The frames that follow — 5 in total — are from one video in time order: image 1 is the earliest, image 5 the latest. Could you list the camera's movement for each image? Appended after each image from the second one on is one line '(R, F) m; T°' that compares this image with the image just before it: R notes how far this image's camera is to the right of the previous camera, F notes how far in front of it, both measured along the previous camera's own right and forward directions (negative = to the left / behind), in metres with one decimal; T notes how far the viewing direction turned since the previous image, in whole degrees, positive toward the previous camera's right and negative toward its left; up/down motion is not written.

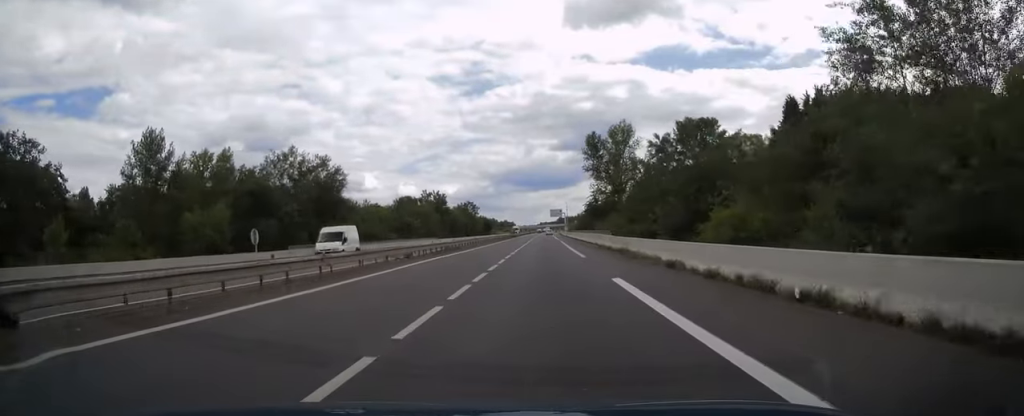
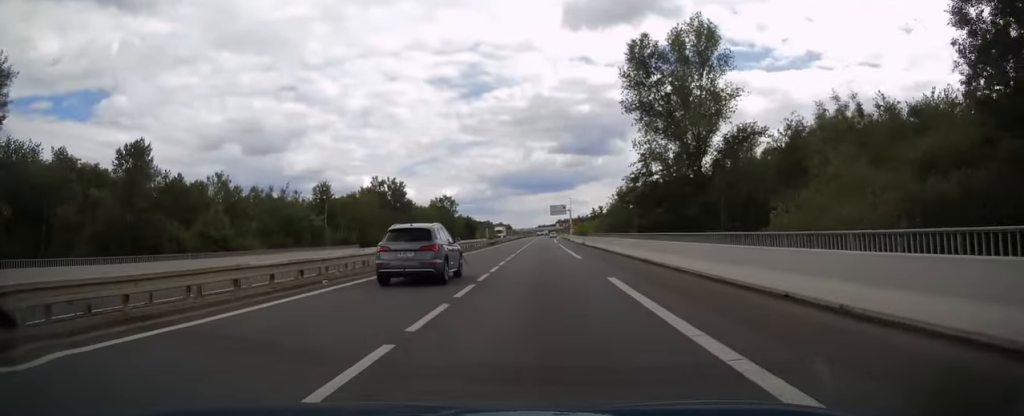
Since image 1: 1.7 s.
(+0.2, +51.2) m; 0°
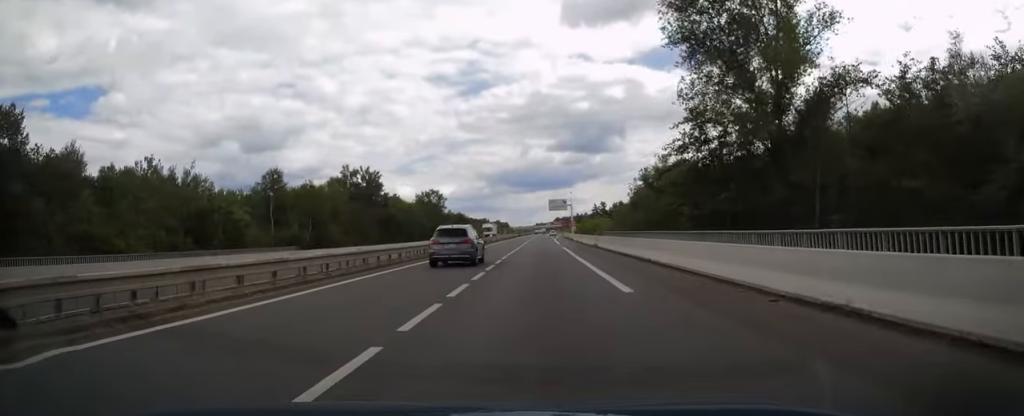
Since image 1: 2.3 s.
(0.0, +17.6) m; 0°
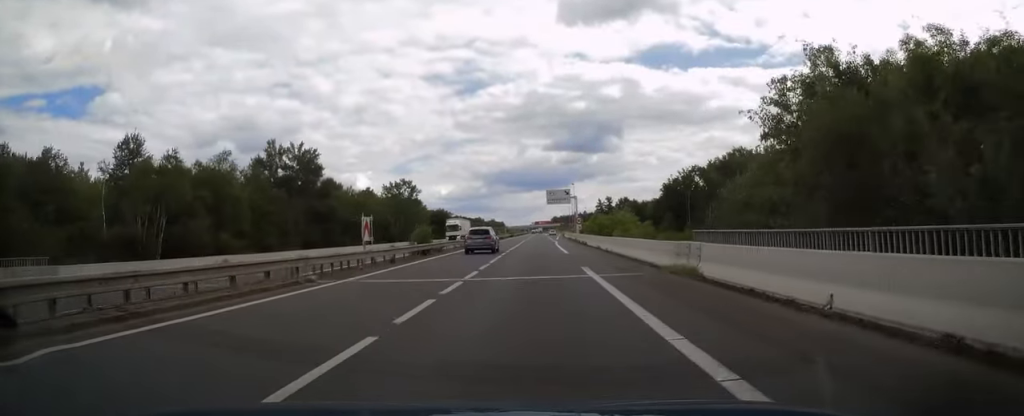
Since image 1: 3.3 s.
(+0.1, +29.9) m; 0°
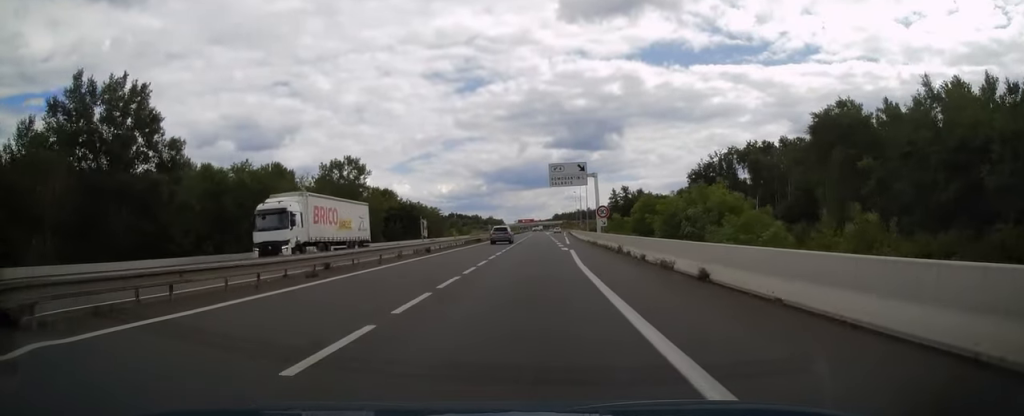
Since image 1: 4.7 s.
(+0.1, +38.2) m; 0°
